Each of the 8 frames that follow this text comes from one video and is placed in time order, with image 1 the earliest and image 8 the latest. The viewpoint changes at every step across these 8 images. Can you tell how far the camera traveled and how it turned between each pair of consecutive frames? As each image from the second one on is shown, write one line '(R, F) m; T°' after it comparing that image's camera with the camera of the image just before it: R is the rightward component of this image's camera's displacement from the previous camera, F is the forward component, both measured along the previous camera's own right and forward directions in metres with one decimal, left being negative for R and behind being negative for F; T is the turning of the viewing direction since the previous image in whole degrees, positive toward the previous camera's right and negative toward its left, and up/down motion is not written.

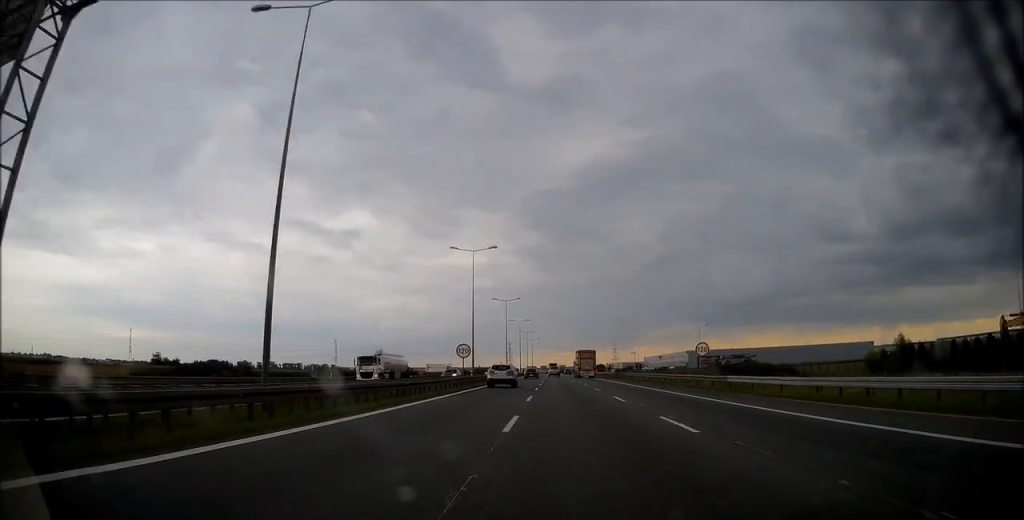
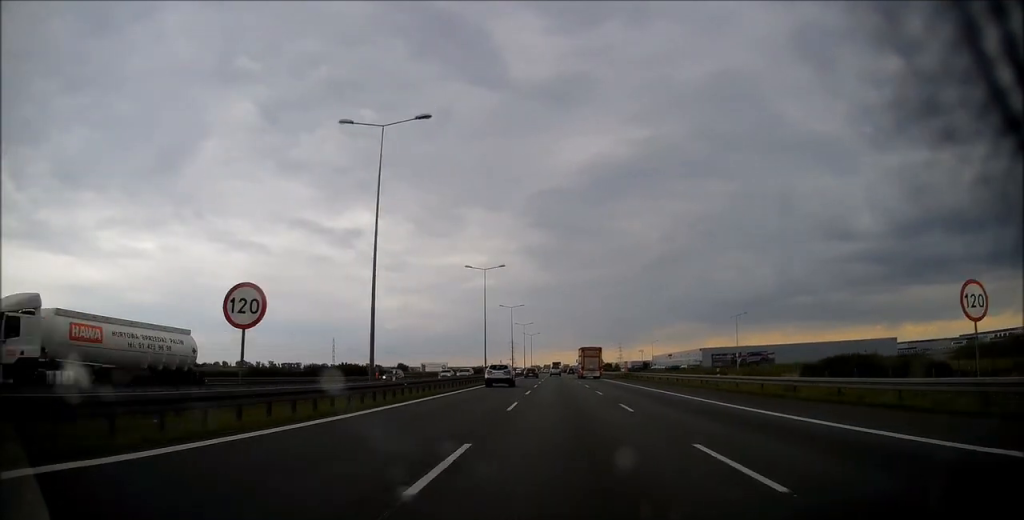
(-0.1, +30.2) m; 0°
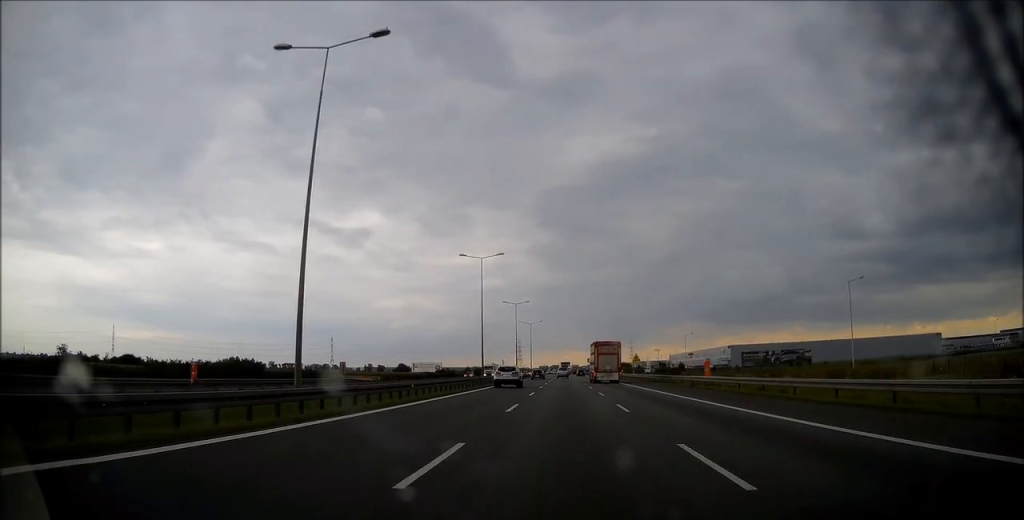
(+0.2, +48.3) m; 0°
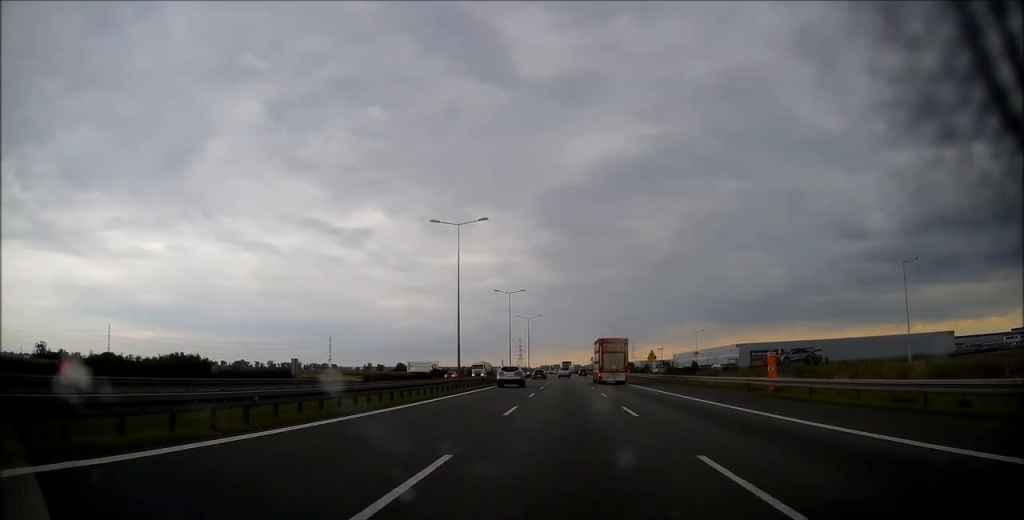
(0.0, +13.7) m; 0°
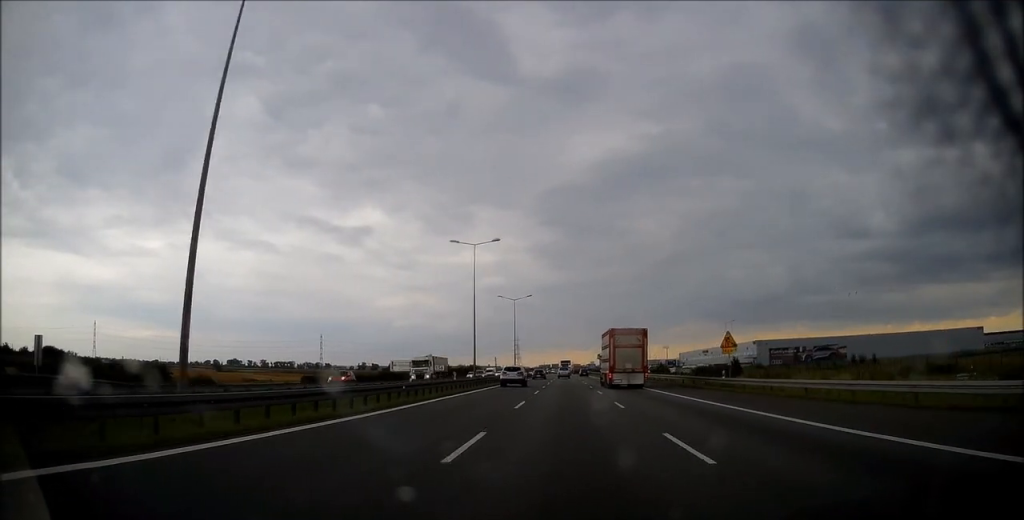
(-0.3, +33.0) m; -1°
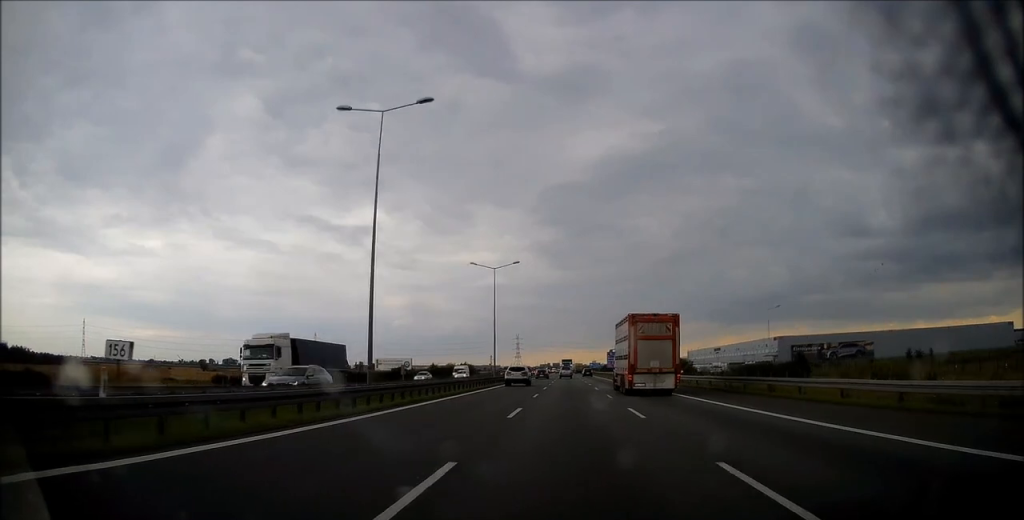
(0.0, +28.4) m; 0°
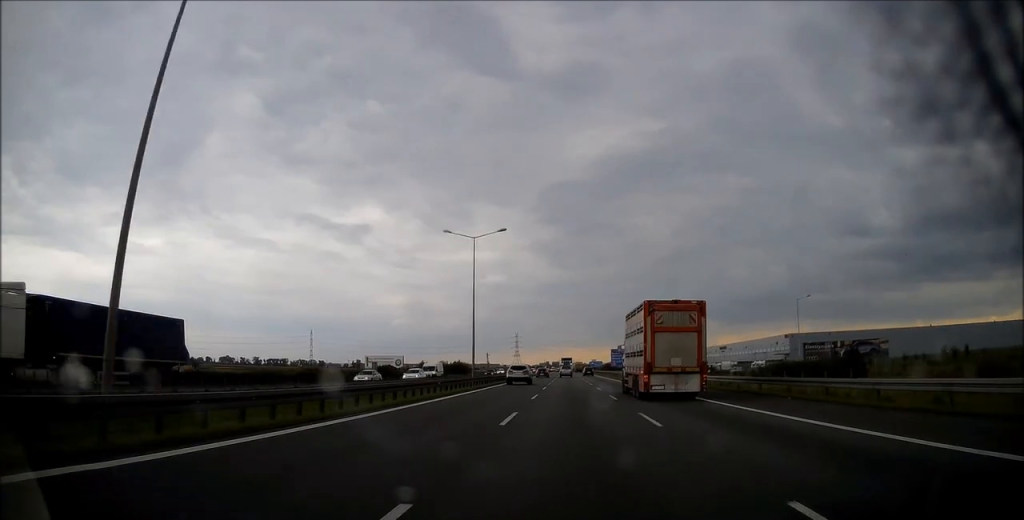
(0.0, +14.7) m; 0°
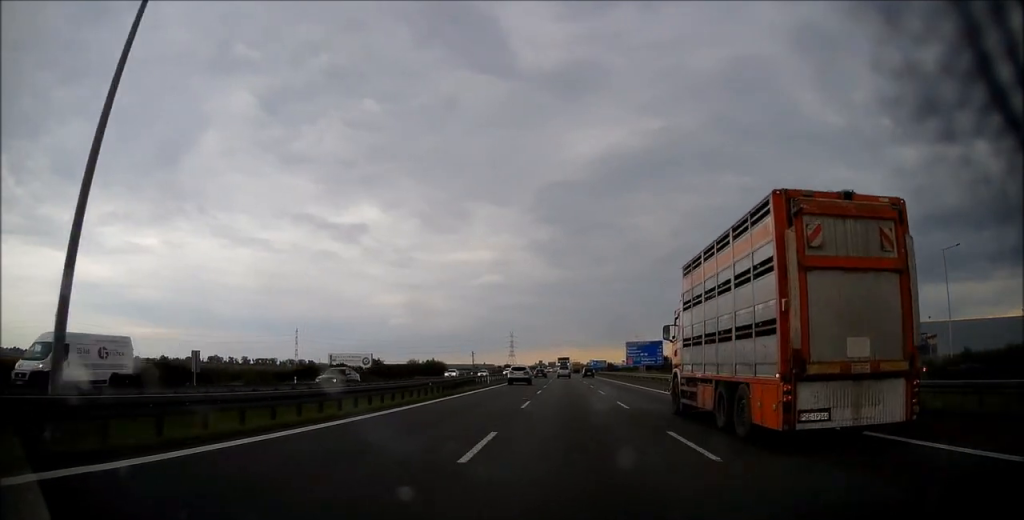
(0.0, +41.7) m; 0°
